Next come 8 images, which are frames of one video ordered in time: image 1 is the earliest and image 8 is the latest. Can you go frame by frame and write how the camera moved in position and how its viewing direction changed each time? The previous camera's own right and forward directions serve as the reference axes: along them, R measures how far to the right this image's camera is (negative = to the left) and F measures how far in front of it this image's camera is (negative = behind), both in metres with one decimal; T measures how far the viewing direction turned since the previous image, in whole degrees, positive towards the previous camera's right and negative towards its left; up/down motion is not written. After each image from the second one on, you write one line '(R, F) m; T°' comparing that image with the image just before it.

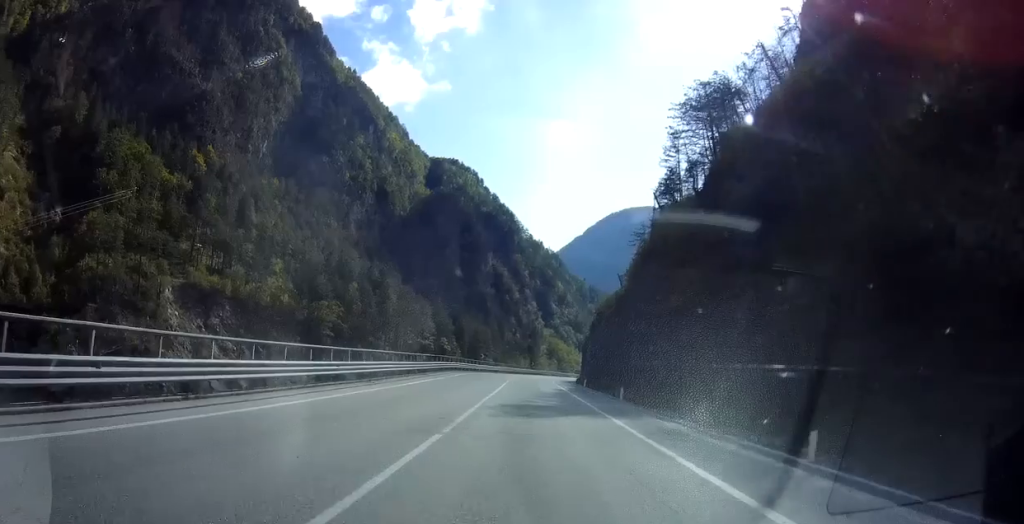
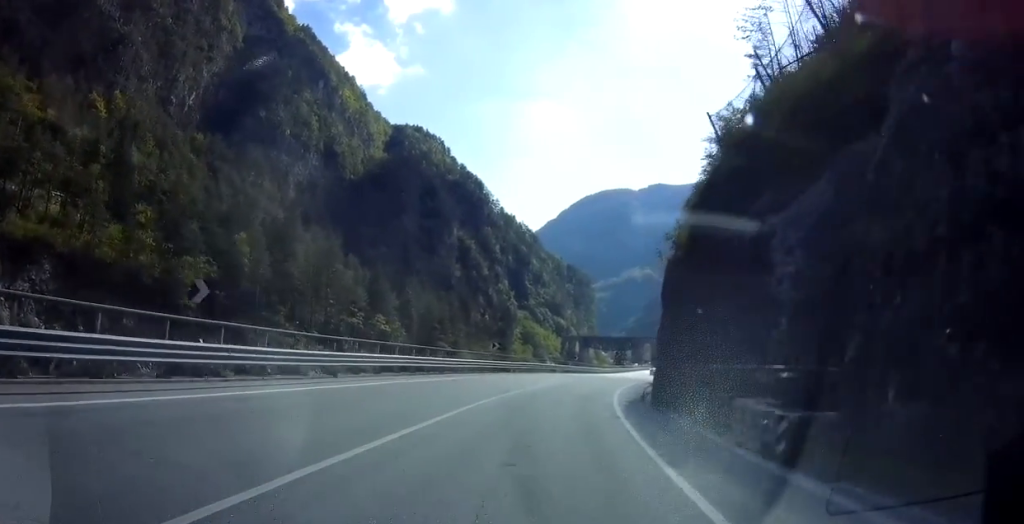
(-2.9, +61.6) m; +1°
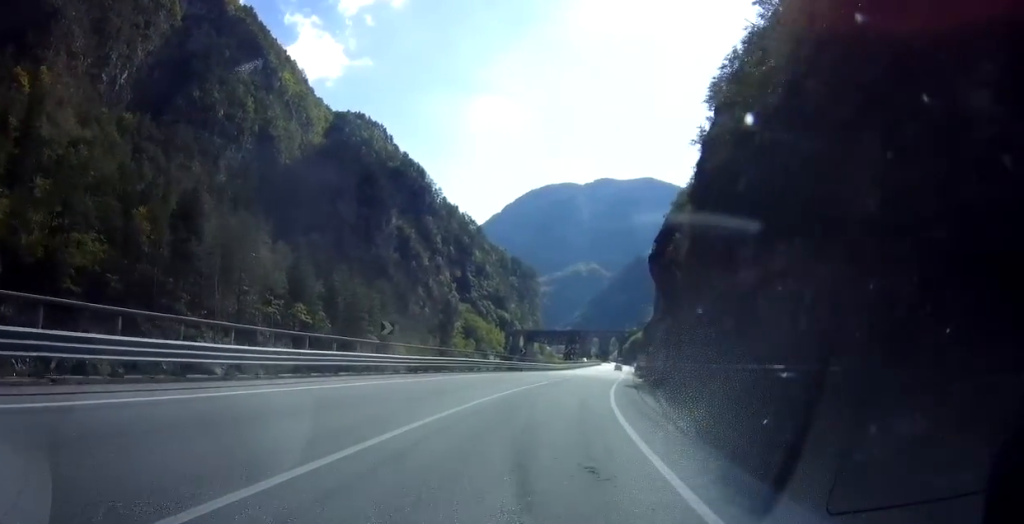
(+0.5, +18.2) m; +4°
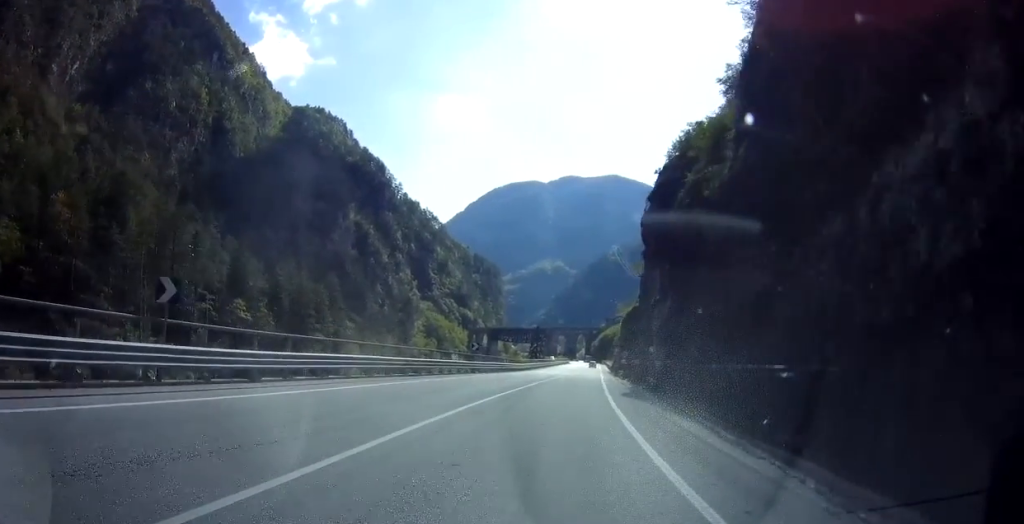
(+0.3, +13.7) m; +3°
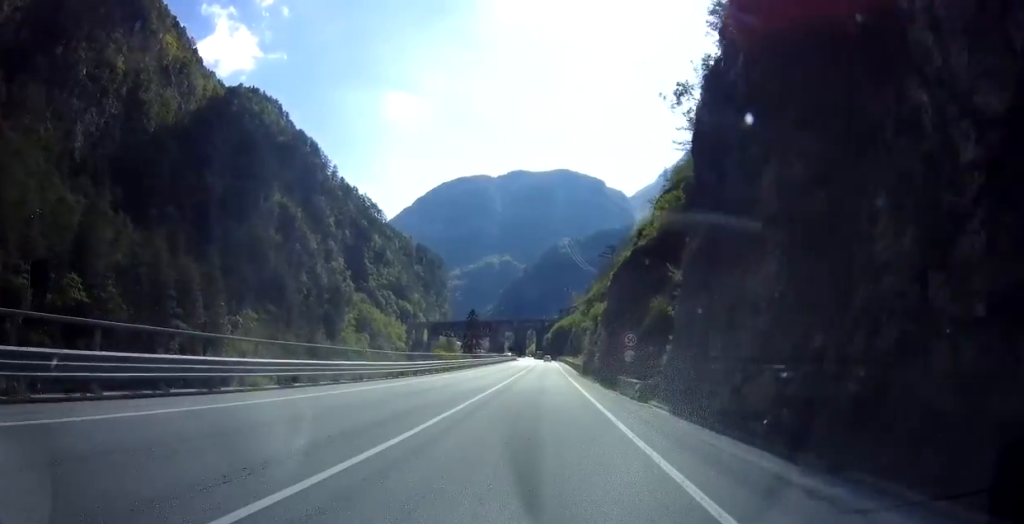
(+3.5, +38.1) m; +9°
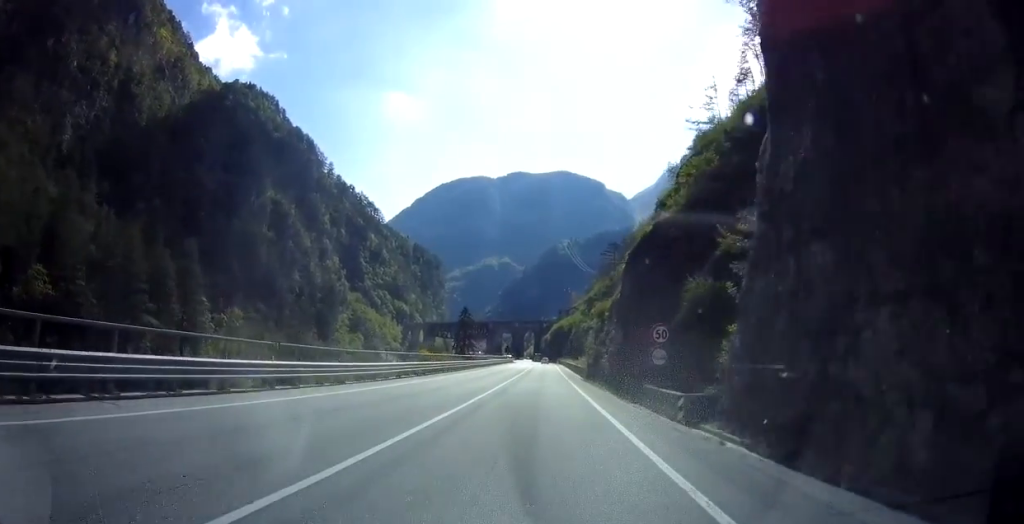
(+0.4, +8.2) m; 0°
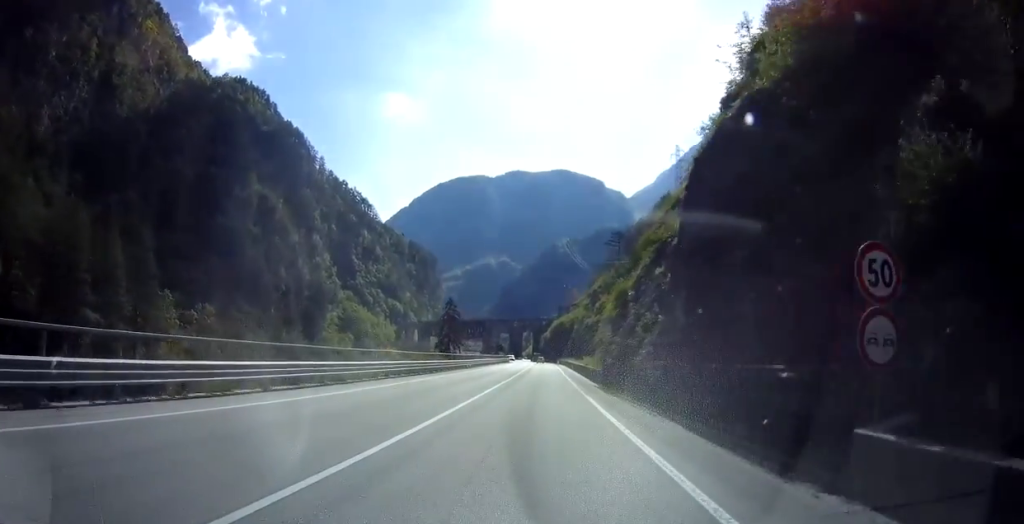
(0.0, +15.1) m; 0°
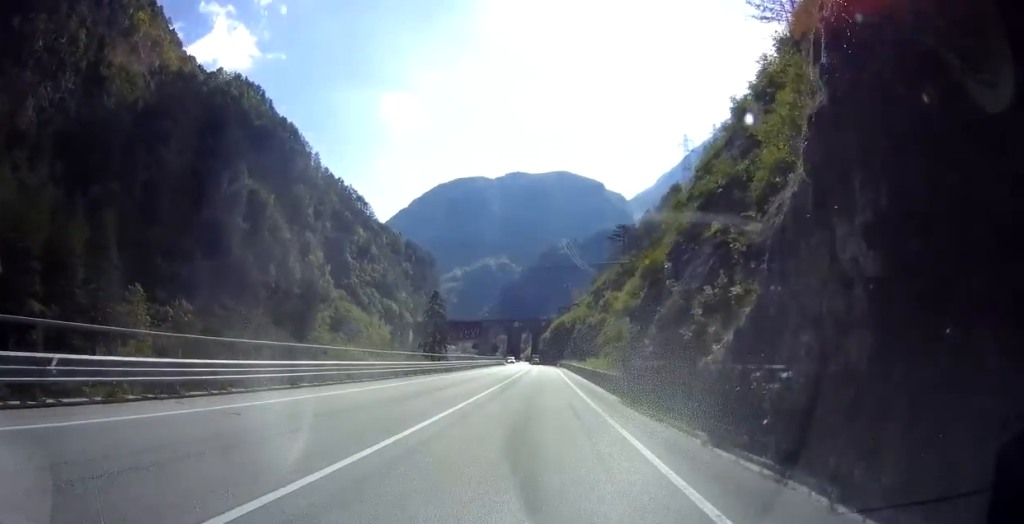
(-0.6, +11.0) m; 0°
